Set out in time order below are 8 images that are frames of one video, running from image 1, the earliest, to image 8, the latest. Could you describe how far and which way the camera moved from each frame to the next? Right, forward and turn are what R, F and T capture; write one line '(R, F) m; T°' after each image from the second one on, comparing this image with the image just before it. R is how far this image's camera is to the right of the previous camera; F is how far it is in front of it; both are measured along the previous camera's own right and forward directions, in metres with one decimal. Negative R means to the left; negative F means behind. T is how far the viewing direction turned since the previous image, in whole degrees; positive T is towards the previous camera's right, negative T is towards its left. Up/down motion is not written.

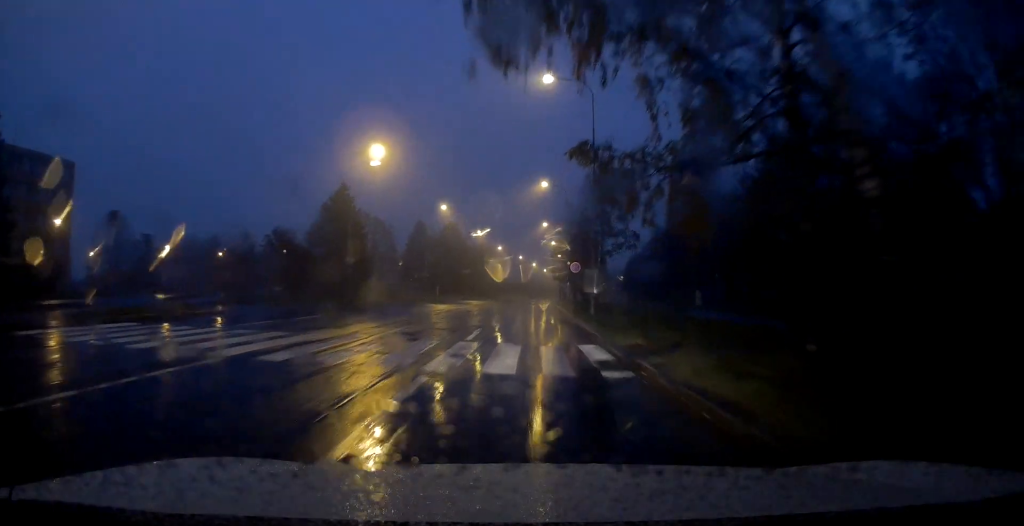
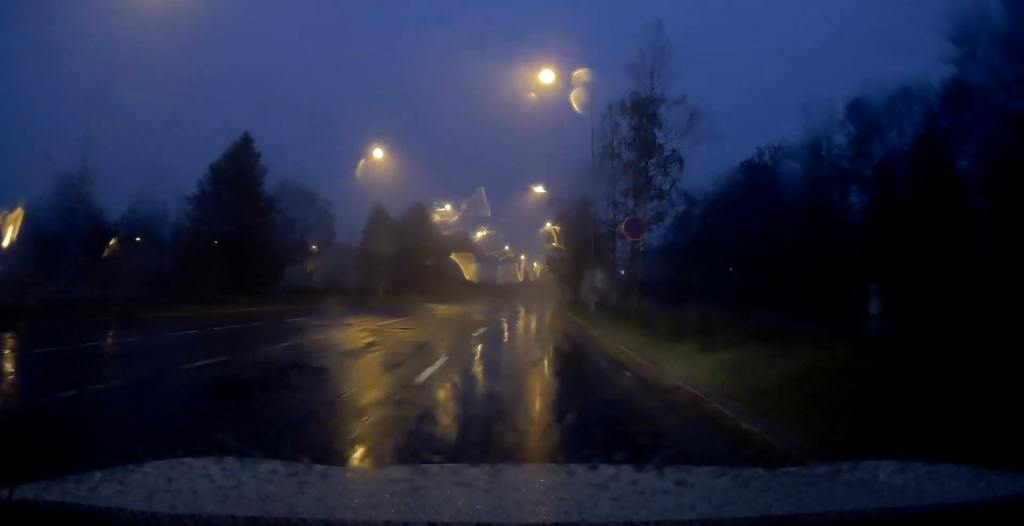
(+0.5, +25.9) m; +2°
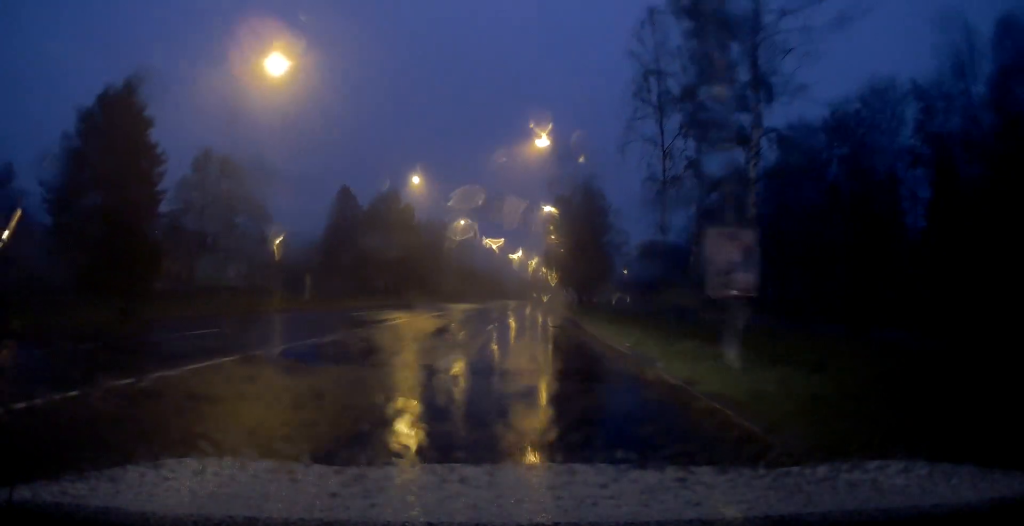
(+0.1, +17.0) m; 0°
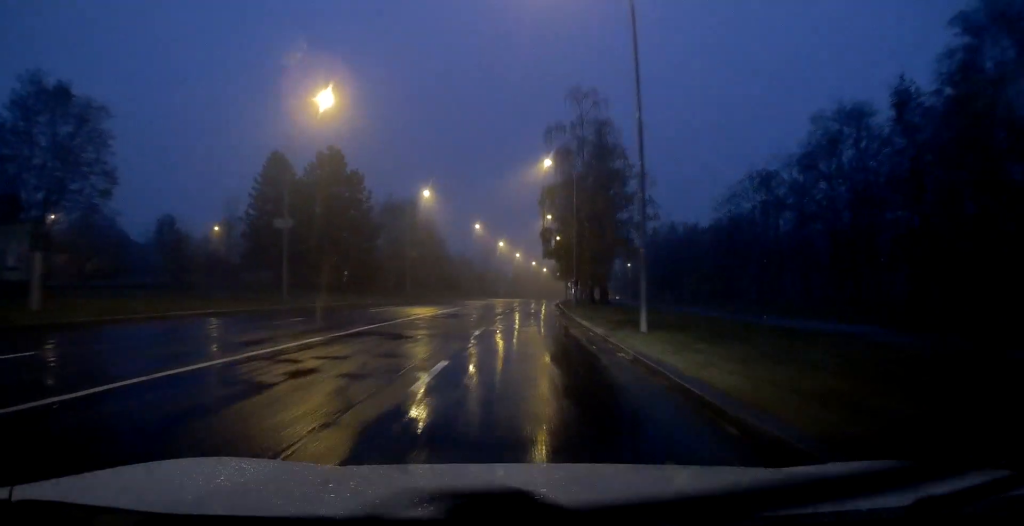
(0.0, +21.8) m; +1°
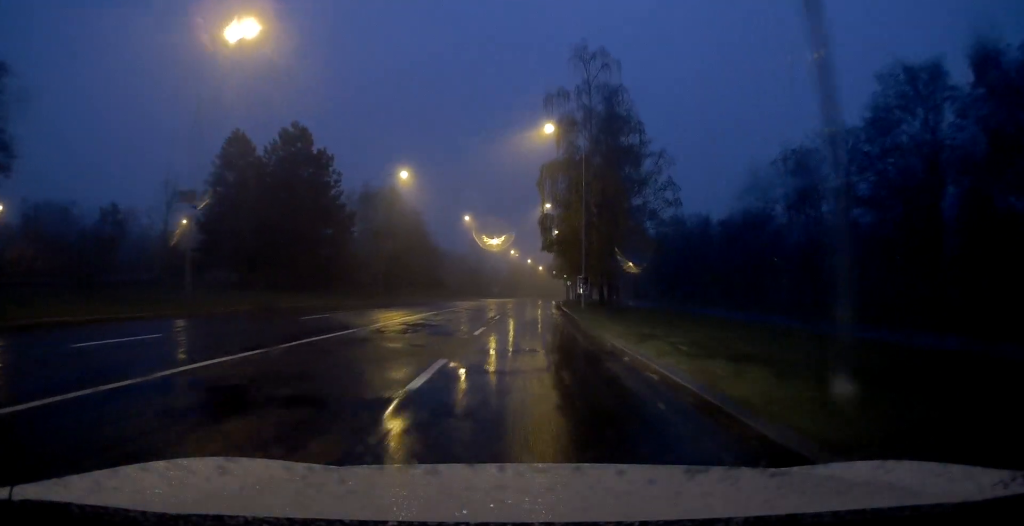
(+0.1, +9.0) m; +1°
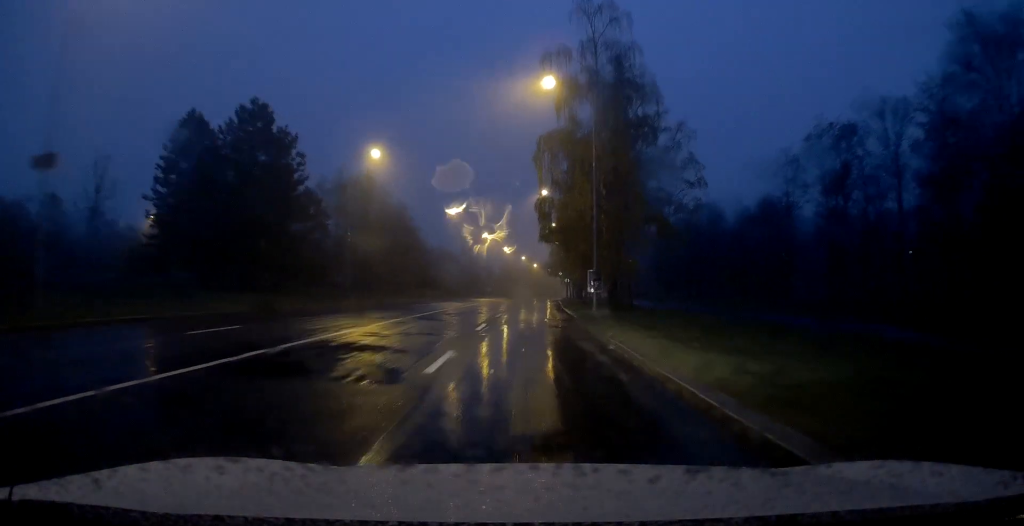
(+0.1, +7.6) m; 0°
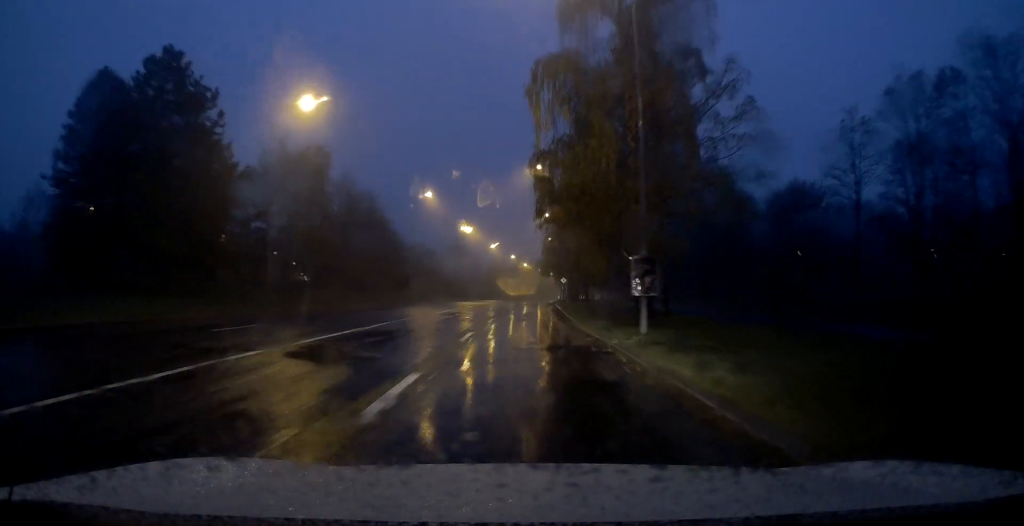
(0.0, +12.0) m; +1°
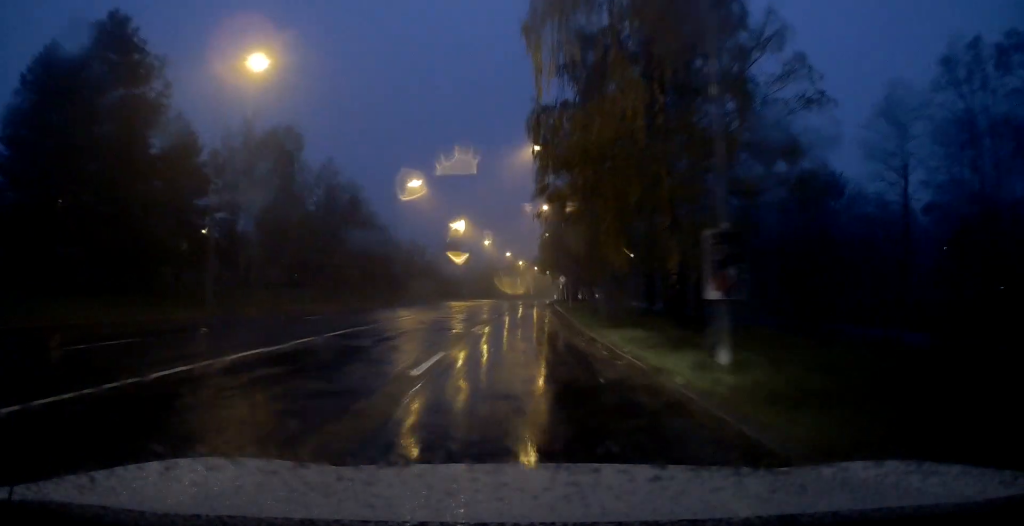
(0.0, +5.8) m; 0°
